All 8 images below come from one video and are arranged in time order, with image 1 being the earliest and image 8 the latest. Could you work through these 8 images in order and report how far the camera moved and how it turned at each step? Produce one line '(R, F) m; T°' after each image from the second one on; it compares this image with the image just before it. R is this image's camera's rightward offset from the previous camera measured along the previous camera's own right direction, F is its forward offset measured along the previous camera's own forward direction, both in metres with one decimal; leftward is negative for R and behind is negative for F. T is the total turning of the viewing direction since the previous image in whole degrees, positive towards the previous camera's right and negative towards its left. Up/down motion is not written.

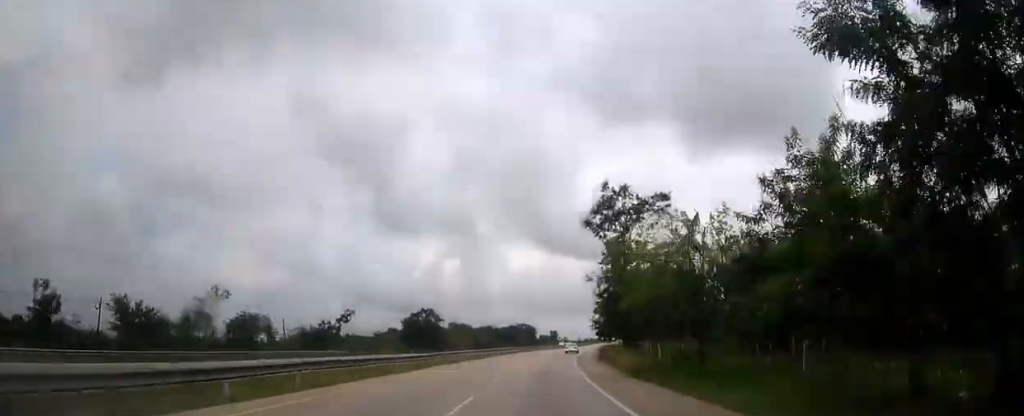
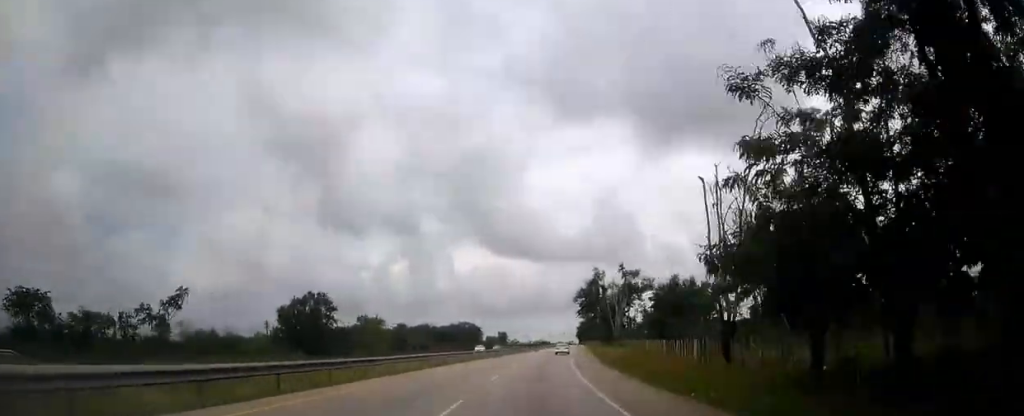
(+2.4, +50.9) m; +4°
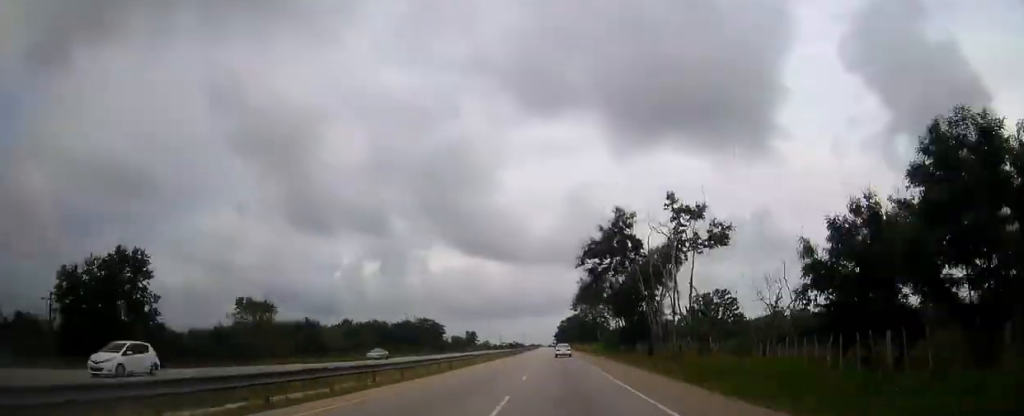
(+1.4, +49.2) m; +3°
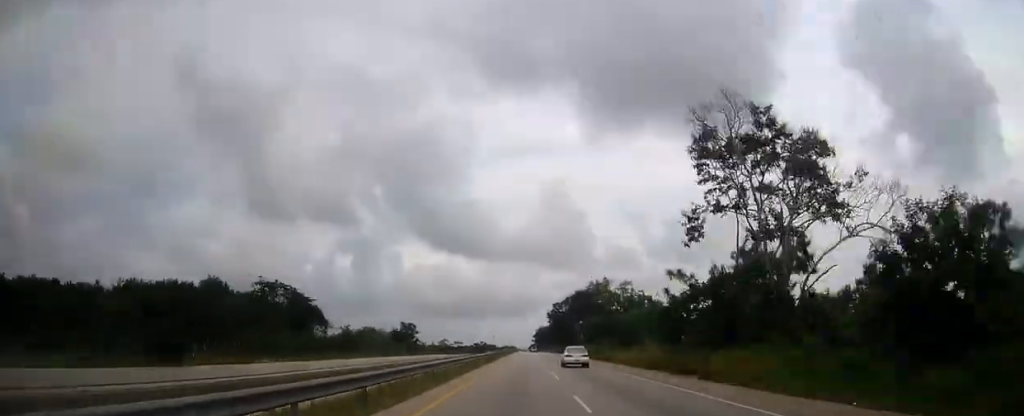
(+4.8, +124.9) m; +3°
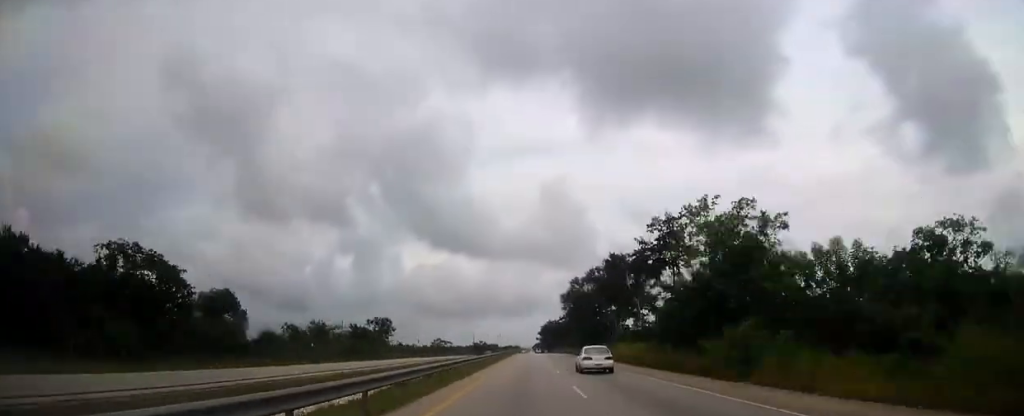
(+0.1, +46.2) m; 0°
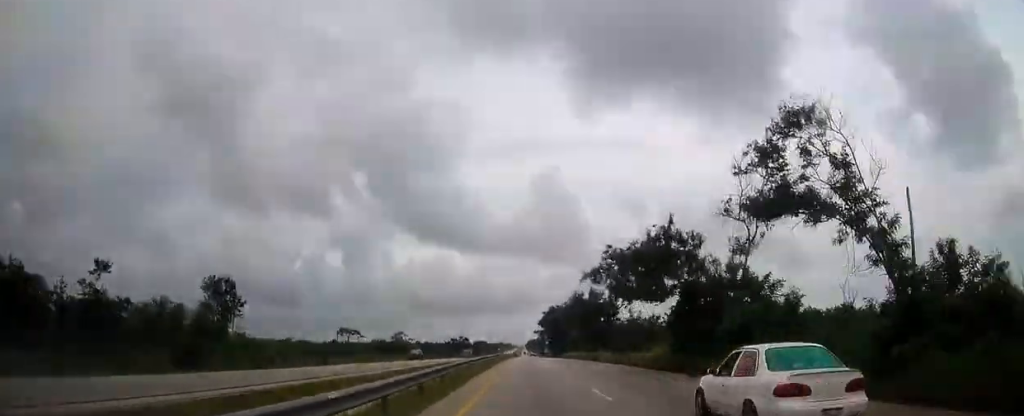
(+0.3, +97.0) m; +1°
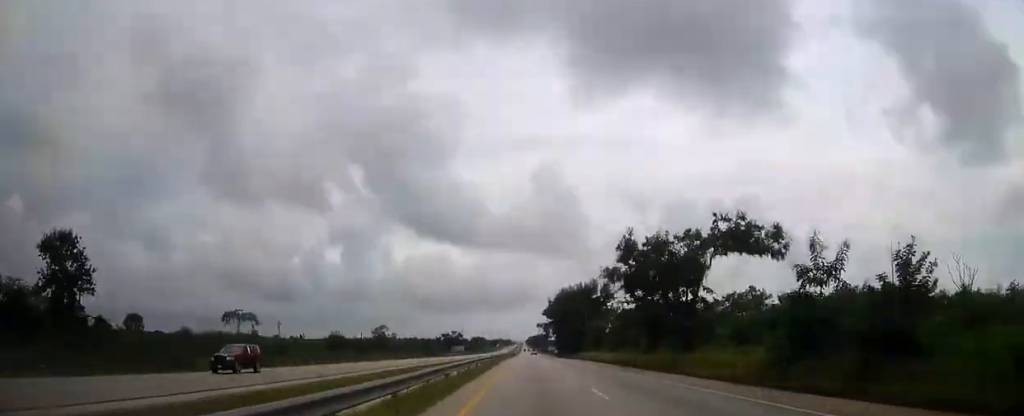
(+0.1, +33.9) m; 0°
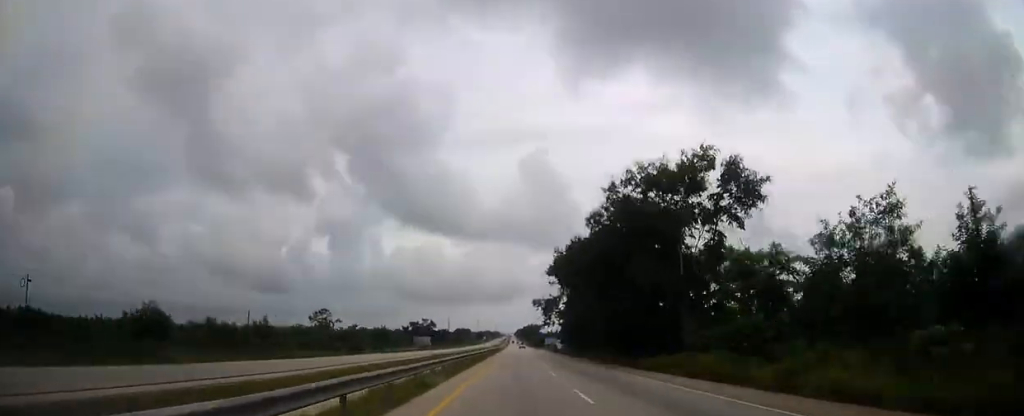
(+0.2, +58.7) m; 0°
